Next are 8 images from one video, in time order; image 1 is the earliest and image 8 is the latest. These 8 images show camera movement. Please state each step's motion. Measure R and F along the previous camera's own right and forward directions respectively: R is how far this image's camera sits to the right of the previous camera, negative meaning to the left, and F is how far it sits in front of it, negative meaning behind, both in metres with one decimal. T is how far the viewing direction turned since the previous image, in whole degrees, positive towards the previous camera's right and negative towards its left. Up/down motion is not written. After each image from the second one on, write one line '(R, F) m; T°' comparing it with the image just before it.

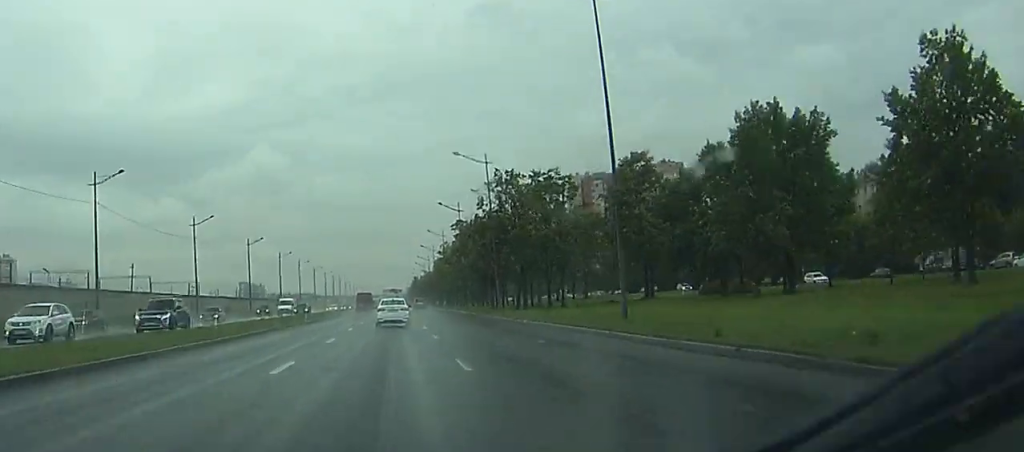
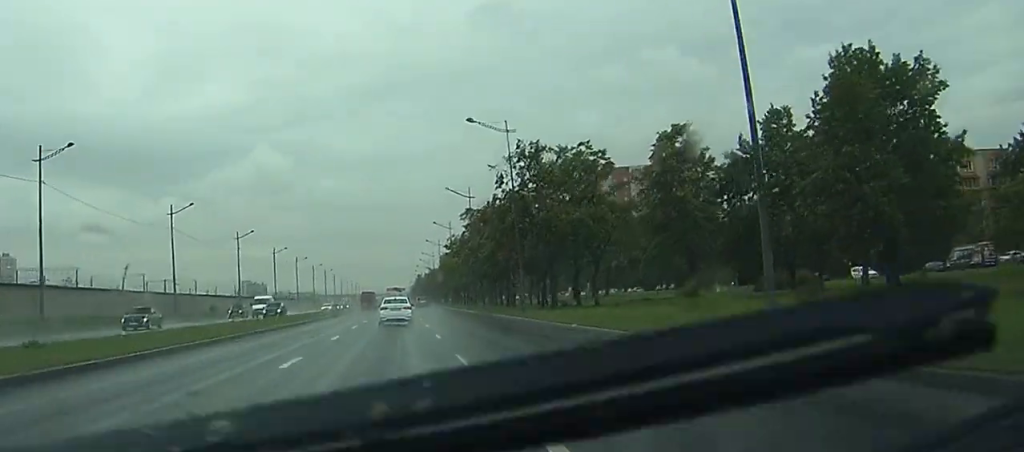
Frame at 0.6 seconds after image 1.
(0.0, +11.3) m; 0°
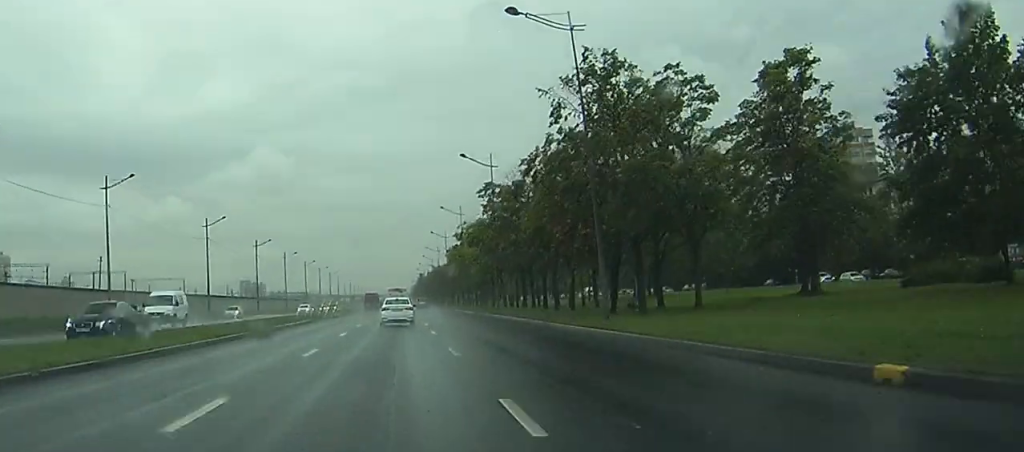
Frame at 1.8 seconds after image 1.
(-0.1, +20.3) m; 0°
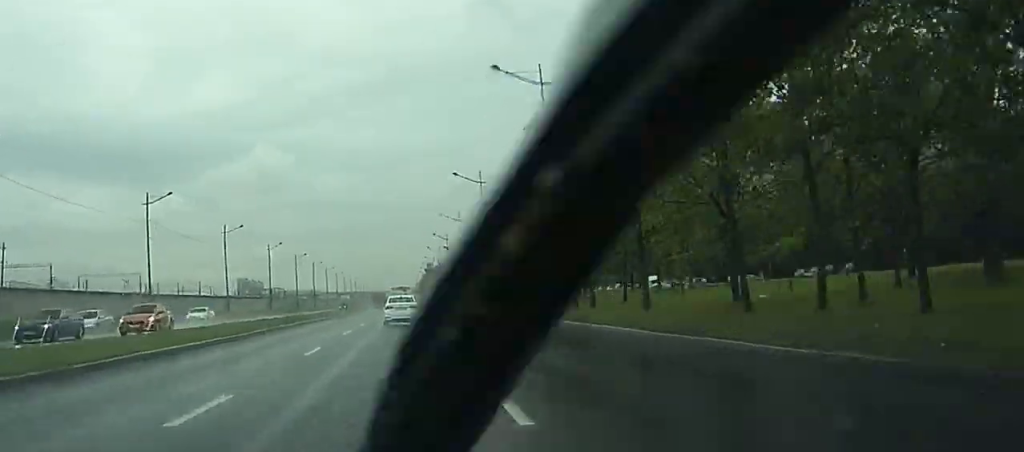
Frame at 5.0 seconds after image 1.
(-1.0, +60.0) m; -1°
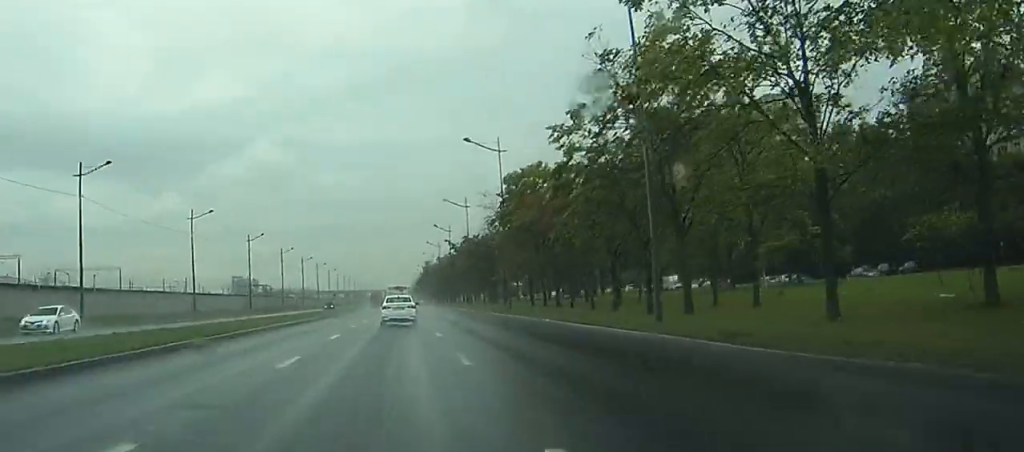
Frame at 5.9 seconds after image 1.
(+0.3, +16.9) m; +2°
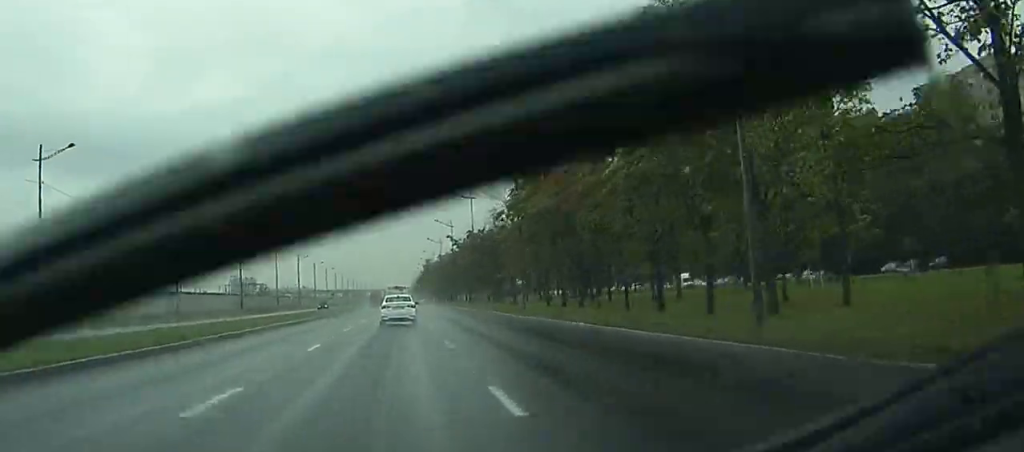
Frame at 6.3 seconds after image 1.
(+0.1, +7.5) m; +1°
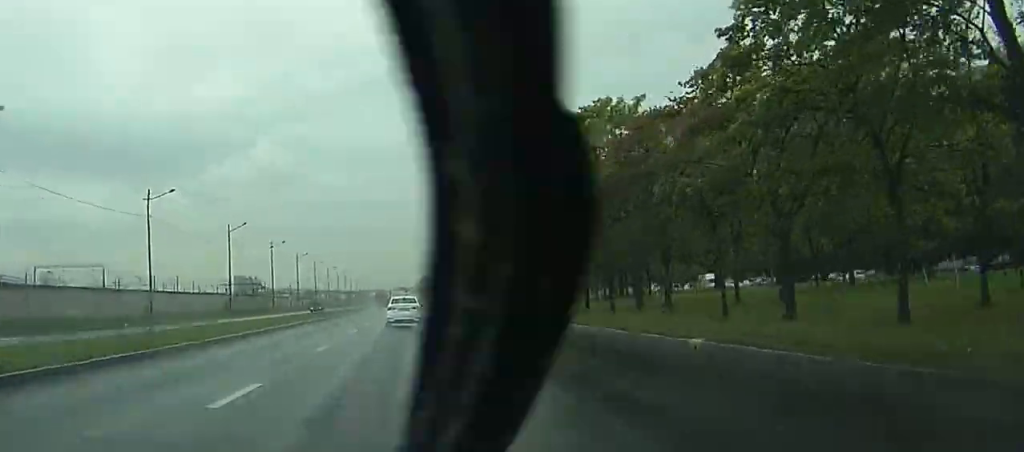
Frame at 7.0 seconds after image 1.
(0.0, +12.0) m; +1°
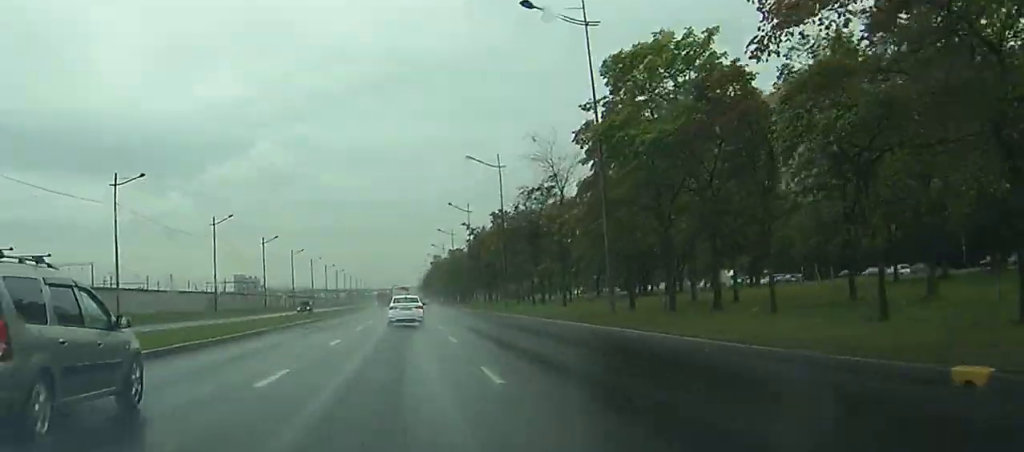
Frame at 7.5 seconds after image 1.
(0.0, +10.1) m; 0°
